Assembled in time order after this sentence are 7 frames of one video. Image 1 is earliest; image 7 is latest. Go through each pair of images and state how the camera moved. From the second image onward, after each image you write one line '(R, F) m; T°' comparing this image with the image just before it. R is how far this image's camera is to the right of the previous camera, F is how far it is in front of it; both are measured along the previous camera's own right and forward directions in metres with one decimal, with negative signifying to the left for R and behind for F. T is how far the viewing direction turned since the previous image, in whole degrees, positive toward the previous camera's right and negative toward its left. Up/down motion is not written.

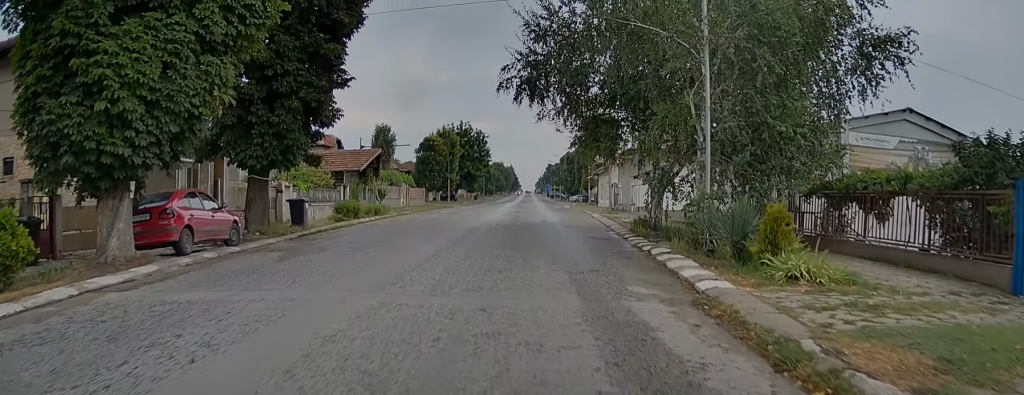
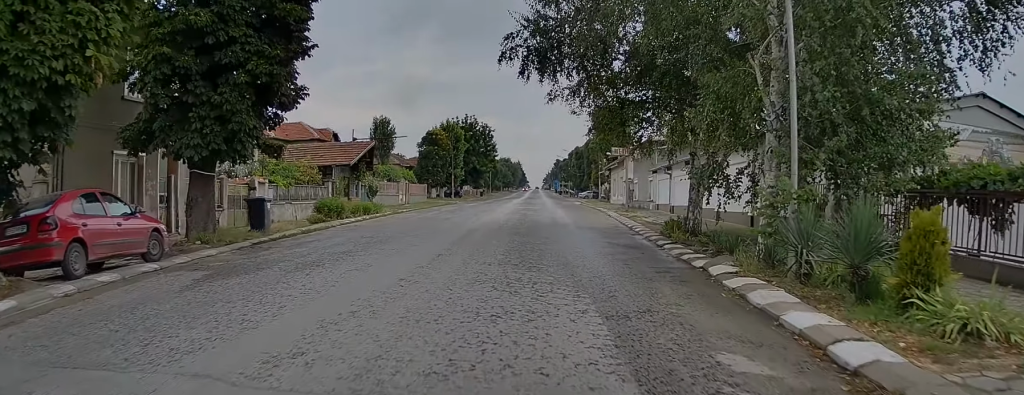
(-0.2, +4.3) m; -4°
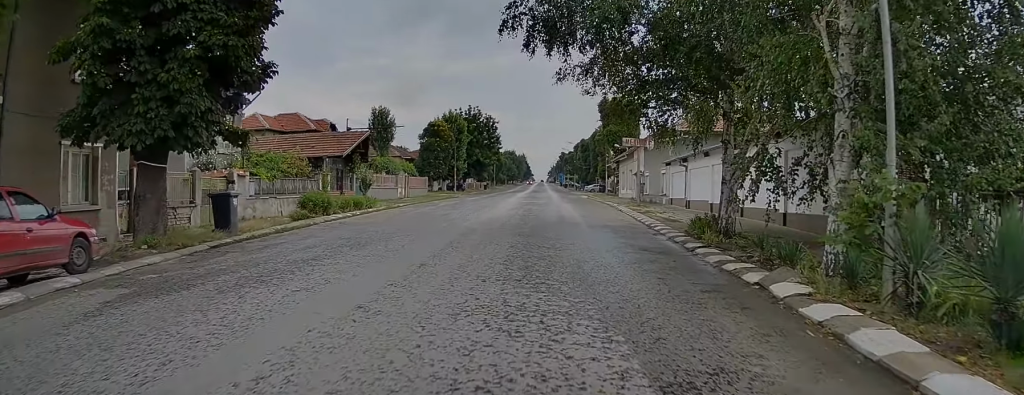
(0.0, +2.6) m; -1°
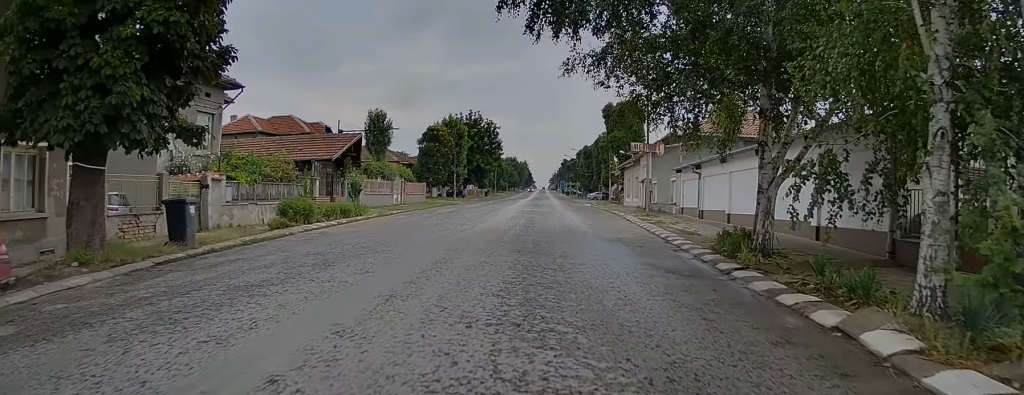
(0.0, +2.4) m; -1°
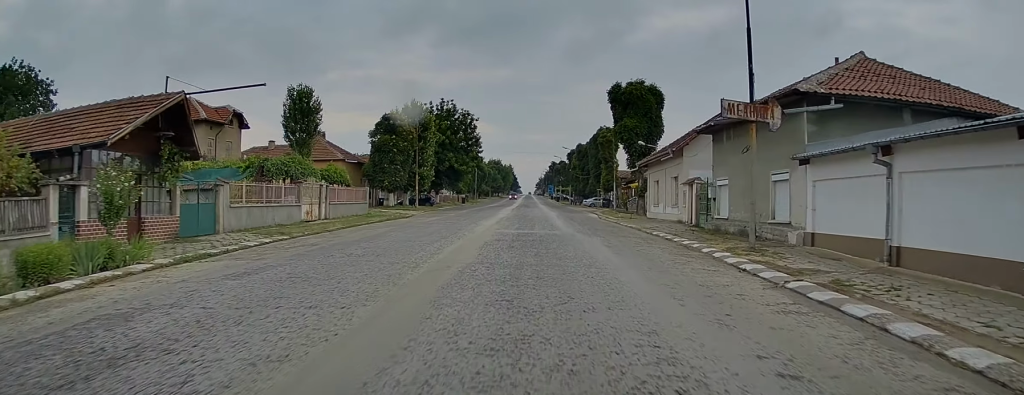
(+0.2, +15.6) m; -1°
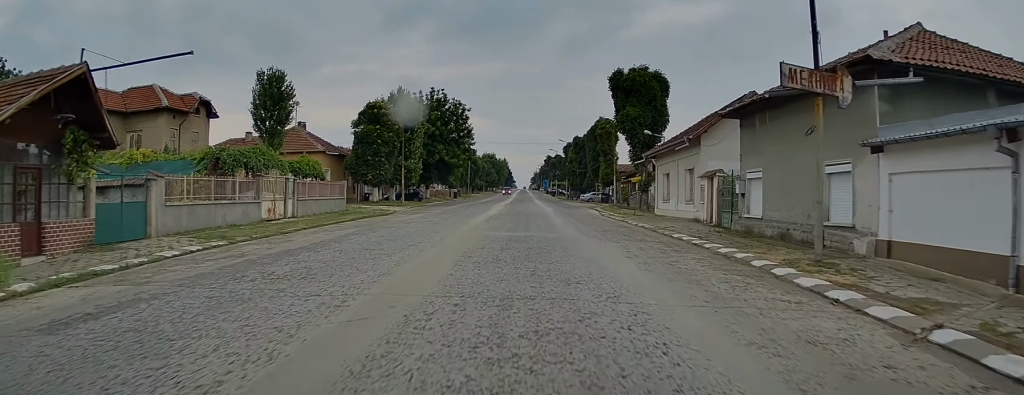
(-0.1, +3.8) m; 0°
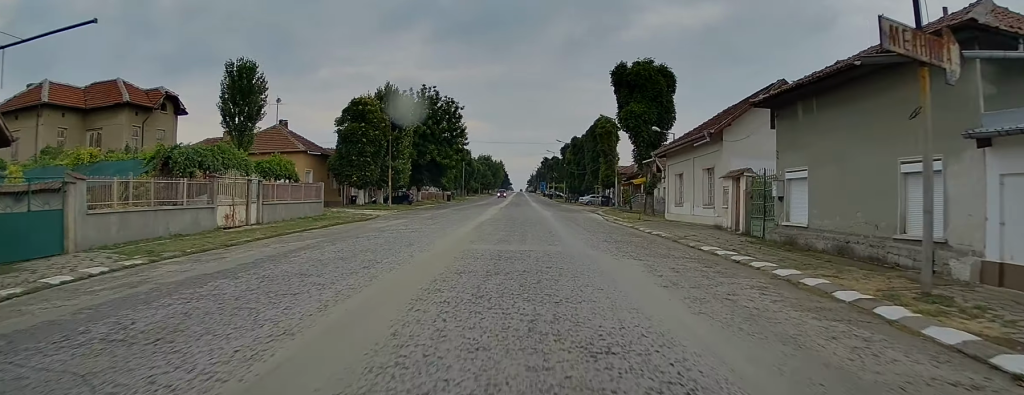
(-0.1, +3.3) m; +1°
